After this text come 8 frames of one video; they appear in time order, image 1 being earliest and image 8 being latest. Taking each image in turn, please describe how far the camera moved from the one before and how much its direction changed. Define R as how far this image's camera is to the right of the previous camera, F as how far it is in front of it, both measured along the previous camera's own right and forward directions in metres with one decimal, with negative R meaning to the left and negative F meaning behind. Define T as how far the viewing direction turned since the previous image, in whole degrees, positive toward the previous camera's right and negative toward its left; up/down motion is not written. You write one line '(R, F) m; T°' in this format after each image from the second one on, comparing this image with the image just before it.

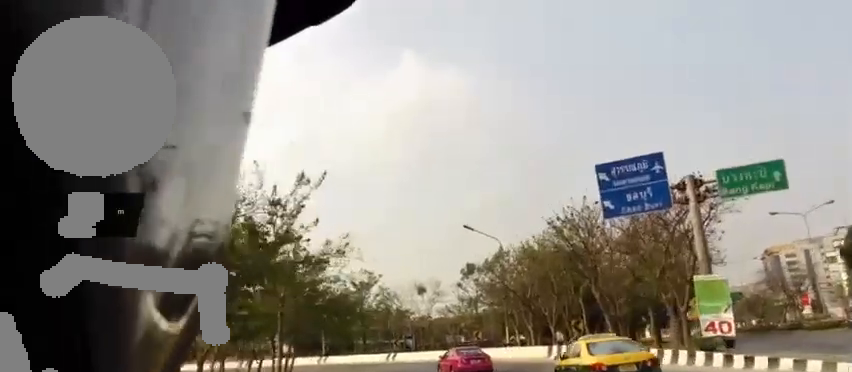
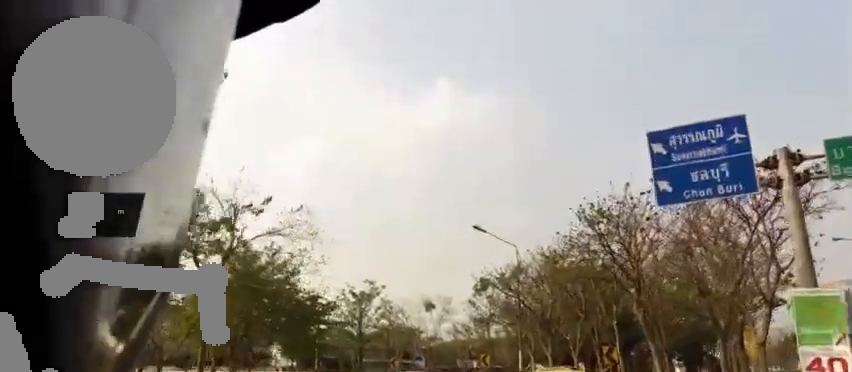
(0.0, +6.8) m; 0°
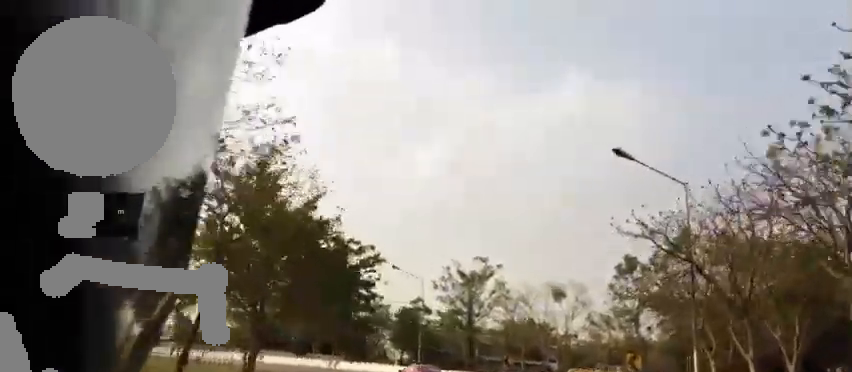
(0.0, +10.8) m; -2°
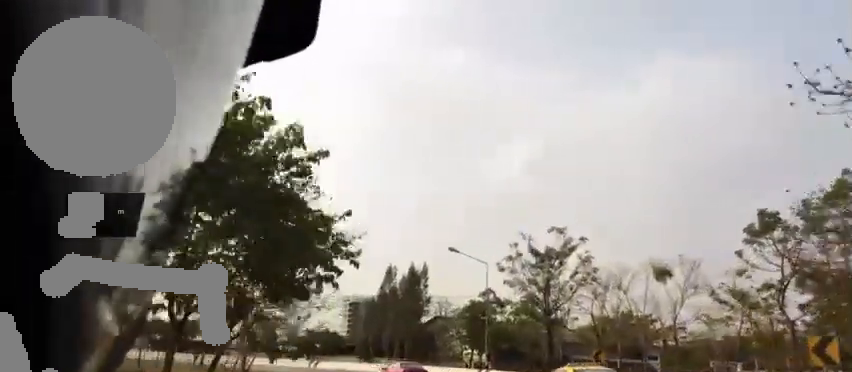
(-0.2, +8.4) m; -7°
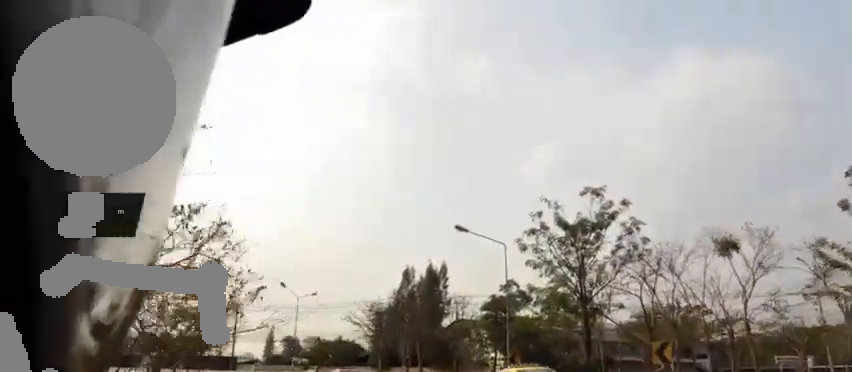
(-0.4, +6.8) m; -7°
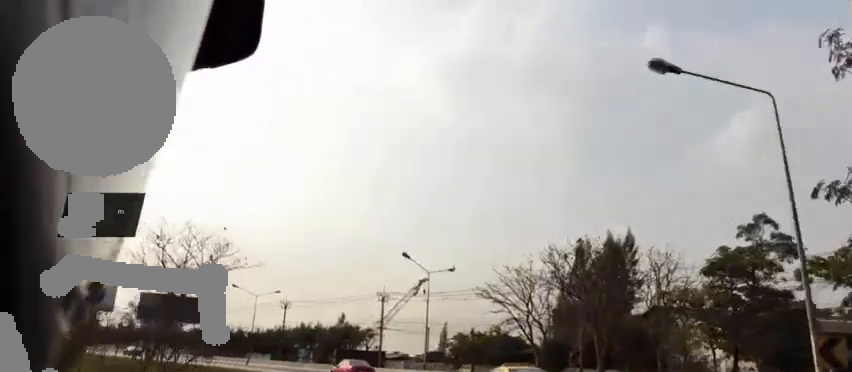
(-1.6, +13.9) m; -18°
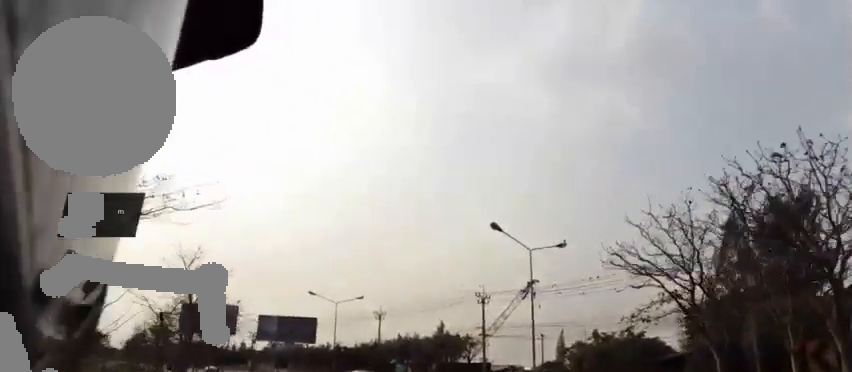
(-1.8, +9.4) m; -20°
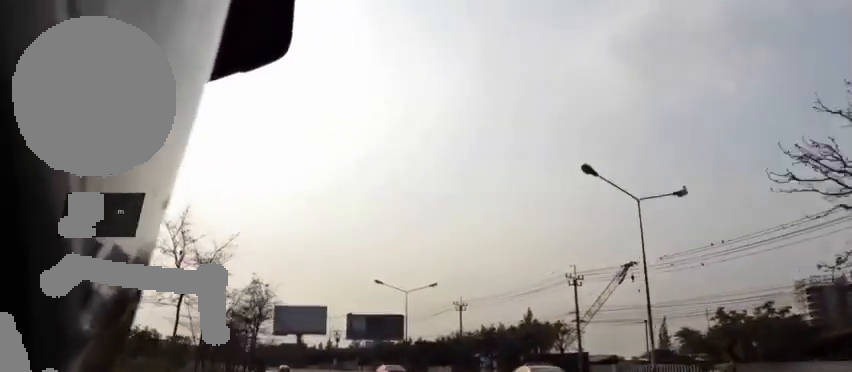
(-0.9, +6.8) m; -11°
